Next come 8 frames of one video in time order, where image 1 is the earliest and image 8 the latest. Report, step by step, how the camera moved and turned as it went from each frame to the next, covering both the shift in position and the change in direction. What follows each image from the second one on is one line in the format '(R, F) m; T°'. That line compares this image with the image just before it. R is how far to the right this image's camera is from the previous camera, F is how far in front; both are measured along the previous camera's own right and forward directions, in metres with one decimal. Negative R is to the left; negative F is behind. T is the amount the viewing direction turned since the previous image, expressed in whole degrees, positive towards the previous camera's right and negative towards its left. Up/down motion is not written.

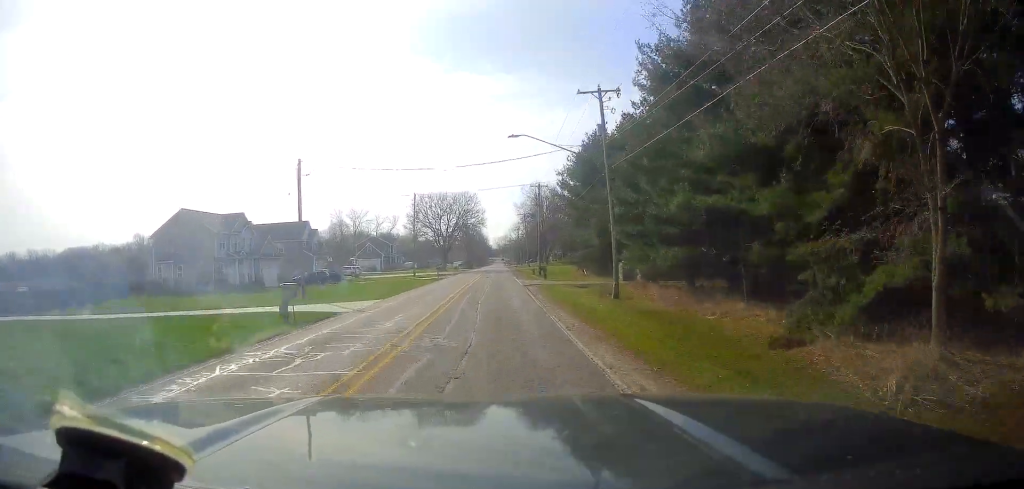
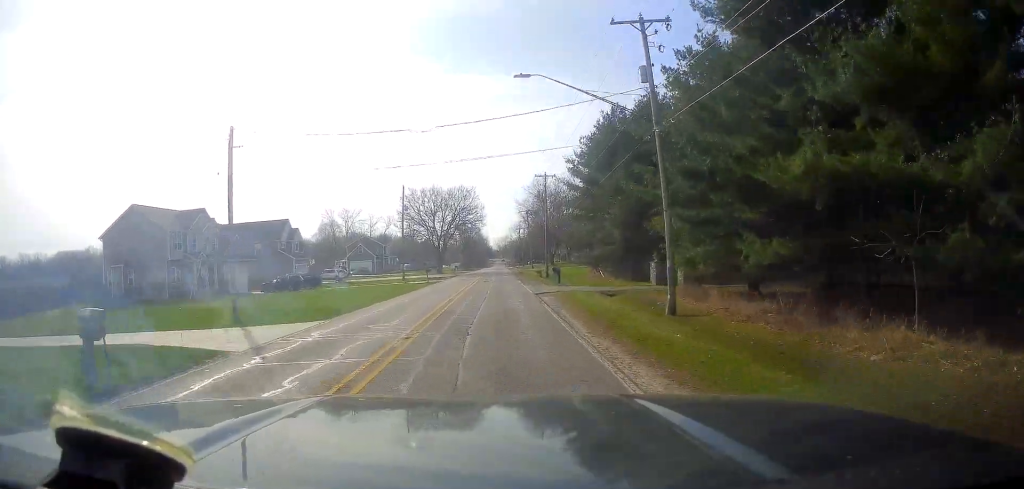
(-0.3, +9.9) m; 0°
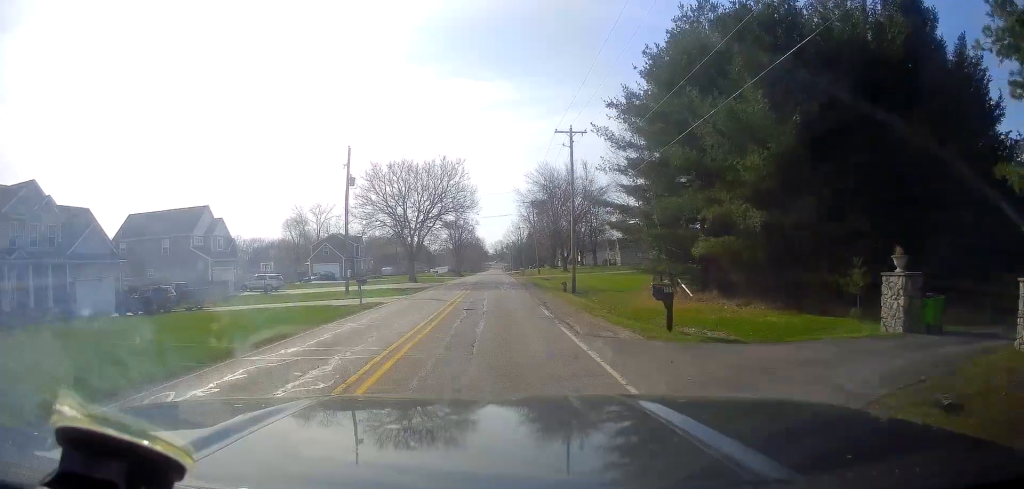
(+0.3, +25.6) m; 0°
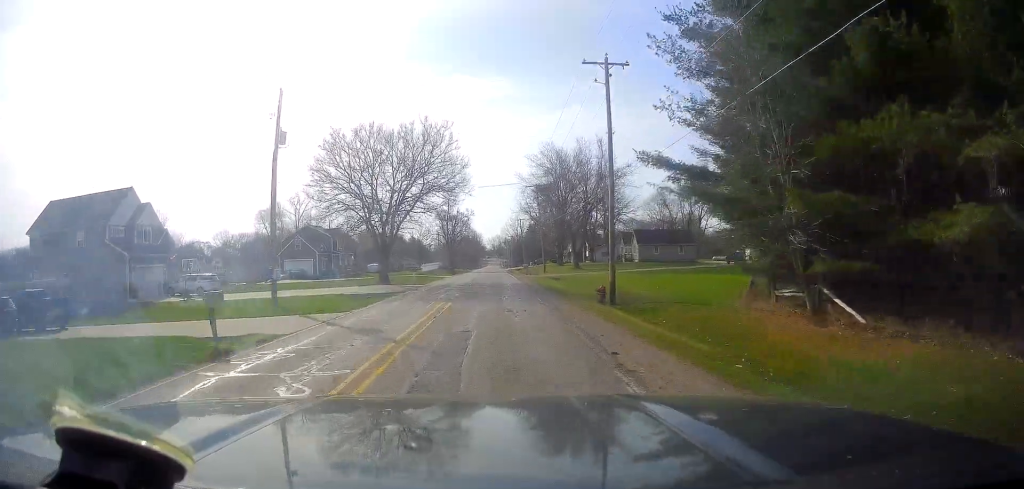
(-0.3, +14.9) m; 0°
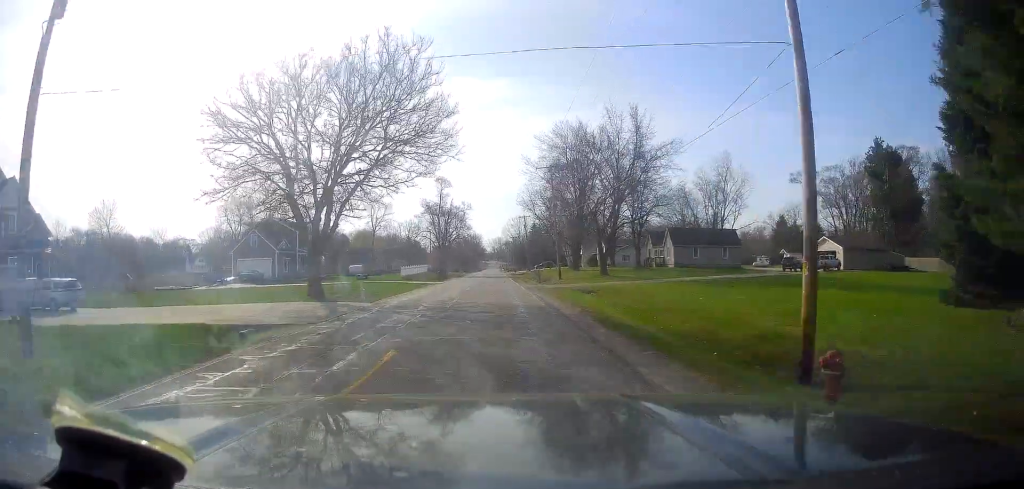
(+0.2, +18.5) m; +1°
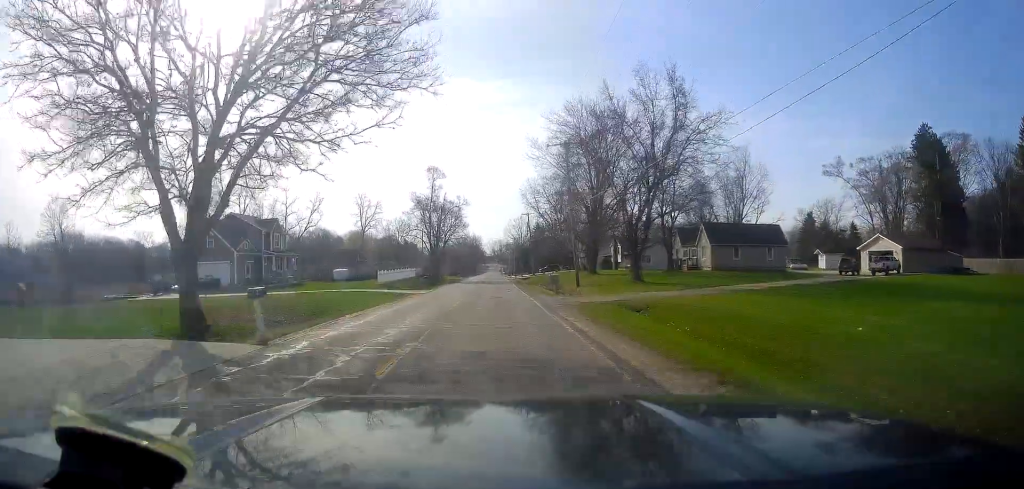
(+0.1, +13.1) m; 0°
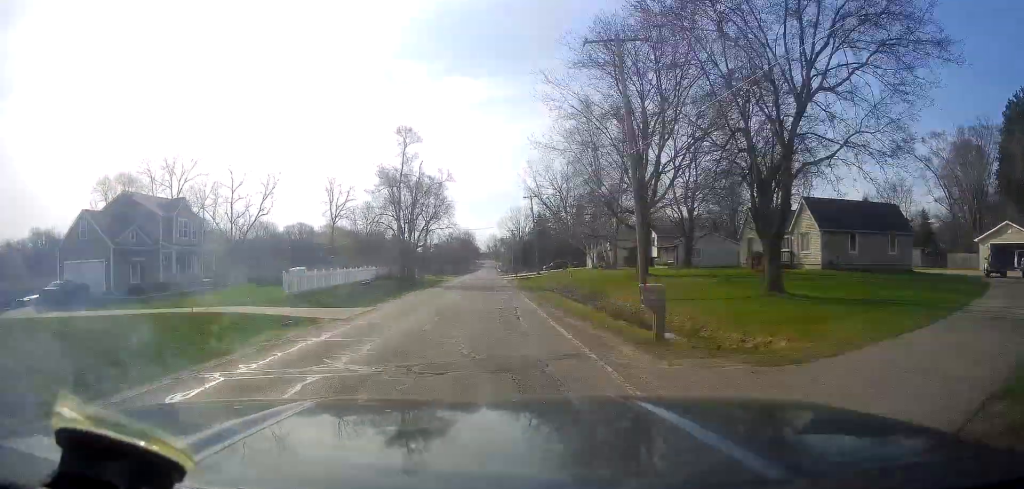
(0.0, +22.7) m; 0°
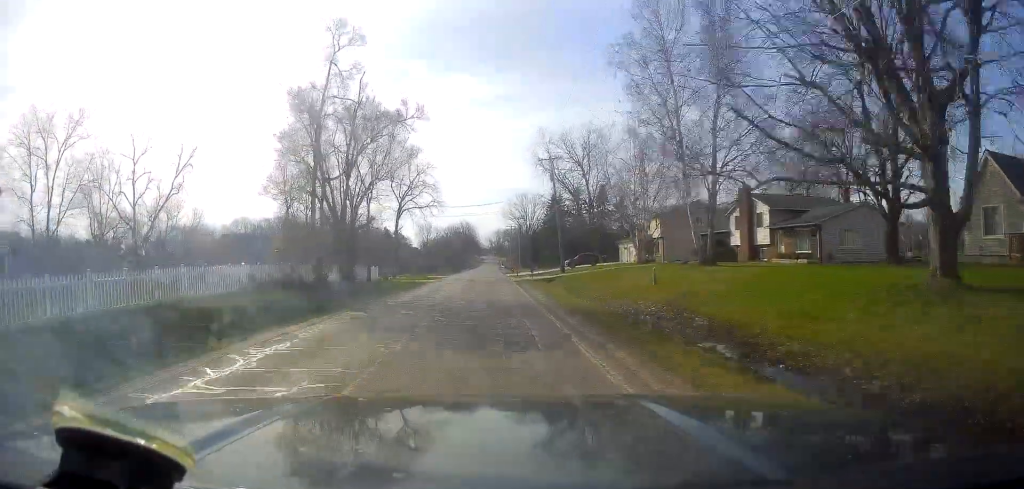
(0.0, +28.2) m; +1°
